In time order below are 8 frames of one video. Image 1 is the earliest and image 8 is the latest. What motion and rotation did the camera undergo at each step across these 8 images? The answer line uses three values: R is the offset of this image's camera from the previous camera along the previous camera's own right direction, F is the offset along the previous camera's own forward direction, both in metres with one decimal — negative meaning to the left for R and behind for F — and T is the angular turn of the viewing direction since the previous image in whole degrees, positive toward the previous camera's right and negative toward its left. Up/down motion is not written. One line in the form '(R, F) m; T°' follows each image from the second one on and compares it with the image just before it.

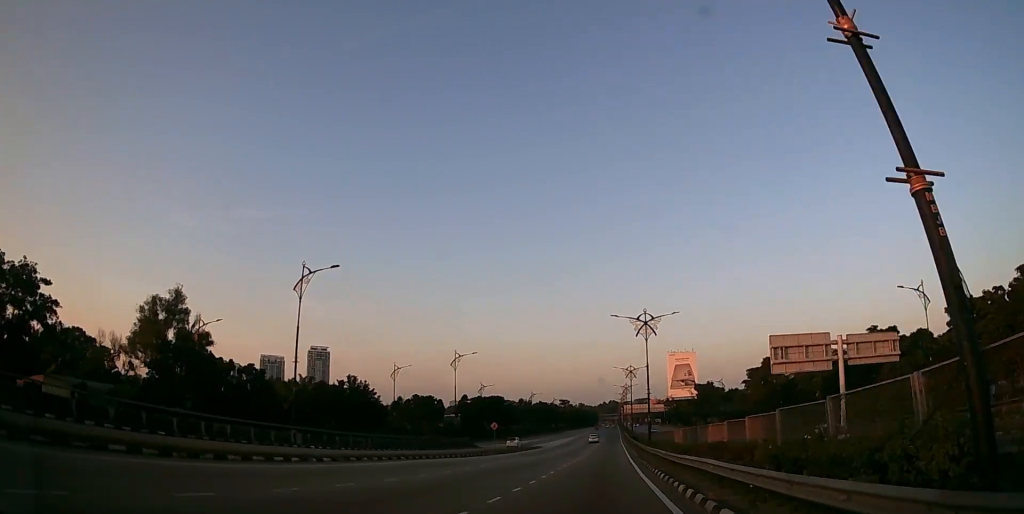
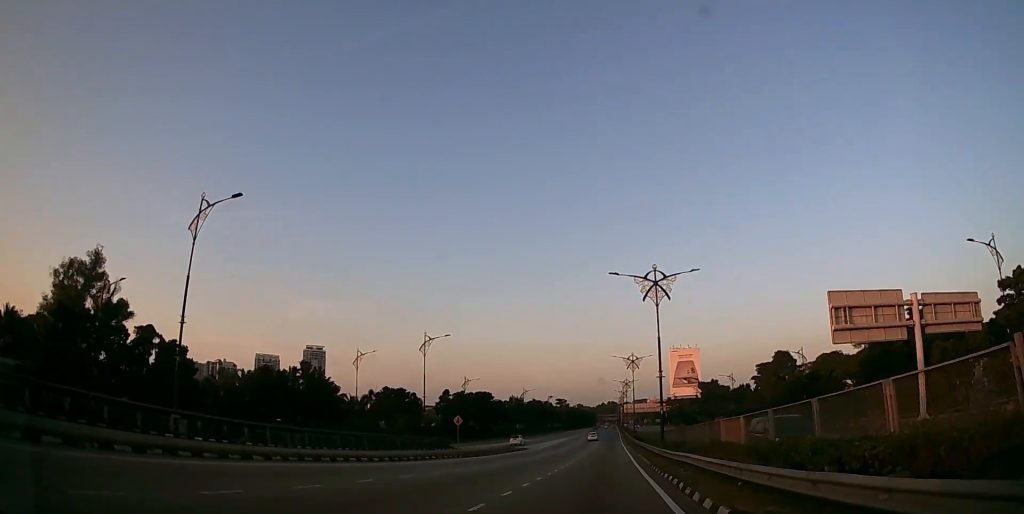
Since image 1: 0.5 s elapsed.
(+0.1, +13.1) m; 0°
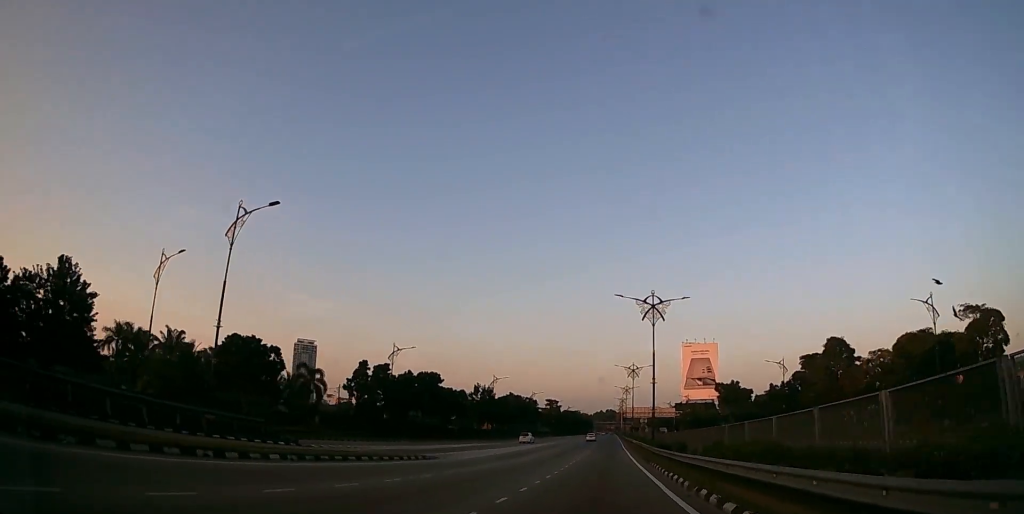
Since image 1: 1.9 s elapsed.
(+0.2, +37.0) m; +1°
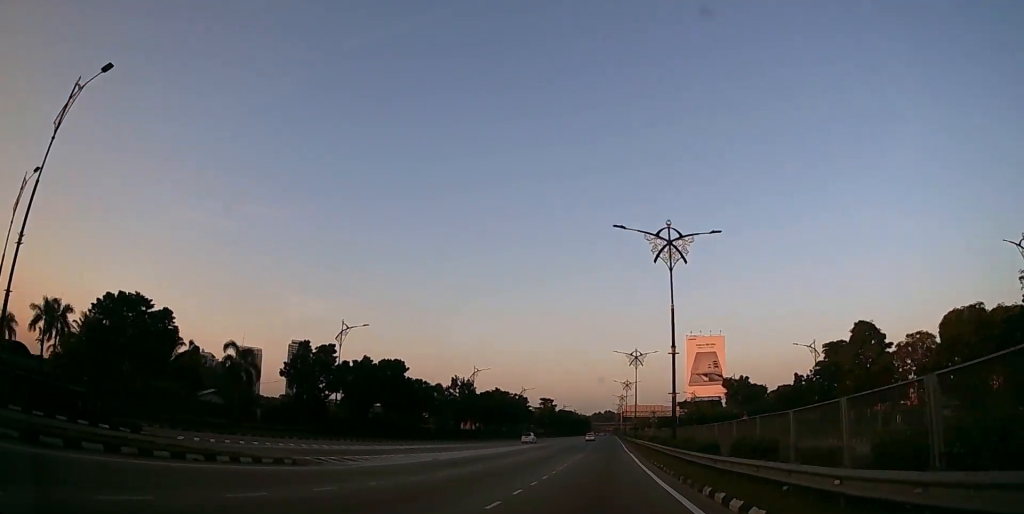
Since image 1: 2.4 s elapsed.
(0.0, +13.9) m; 0°
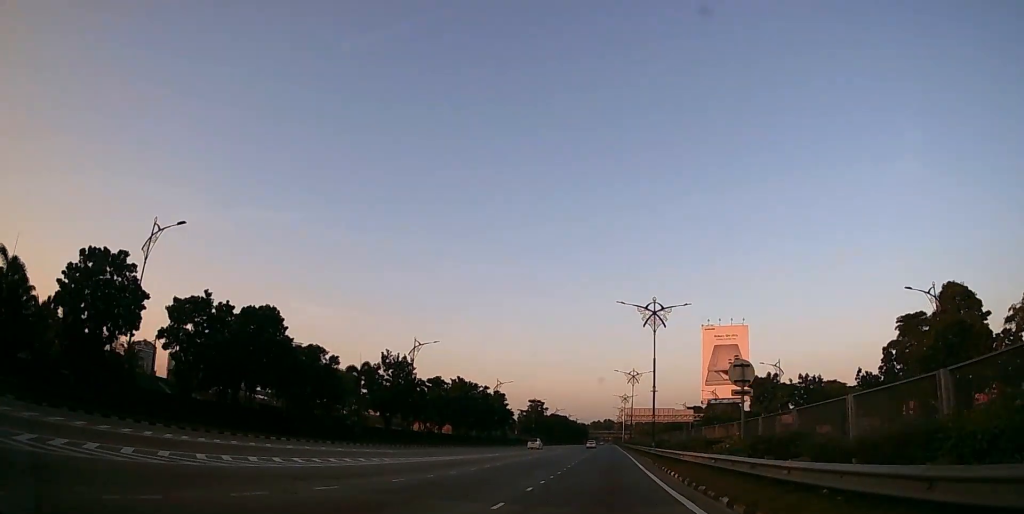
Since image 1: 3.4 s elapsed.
(+0.1, +30.7) m; 0°
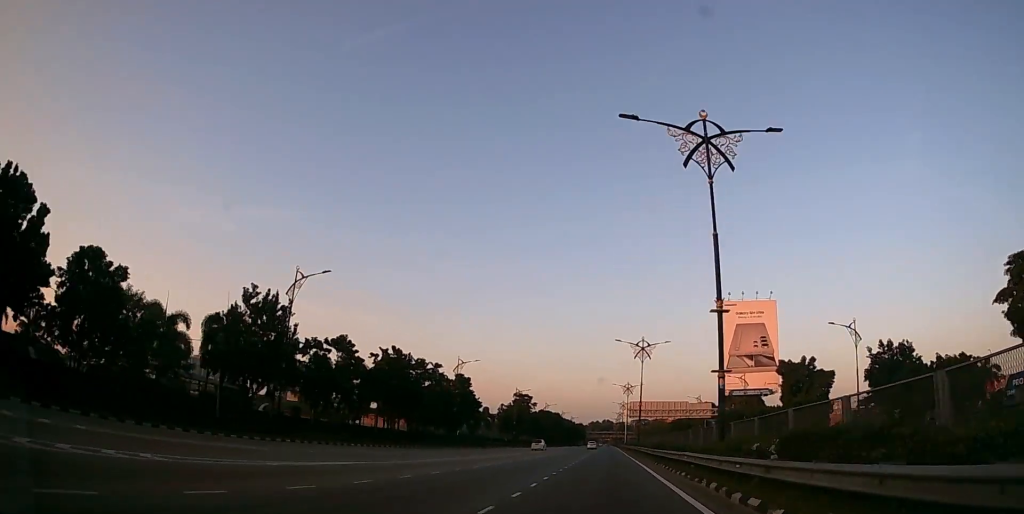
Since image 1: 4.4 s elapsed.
(0.0, +26.9) m; 0°
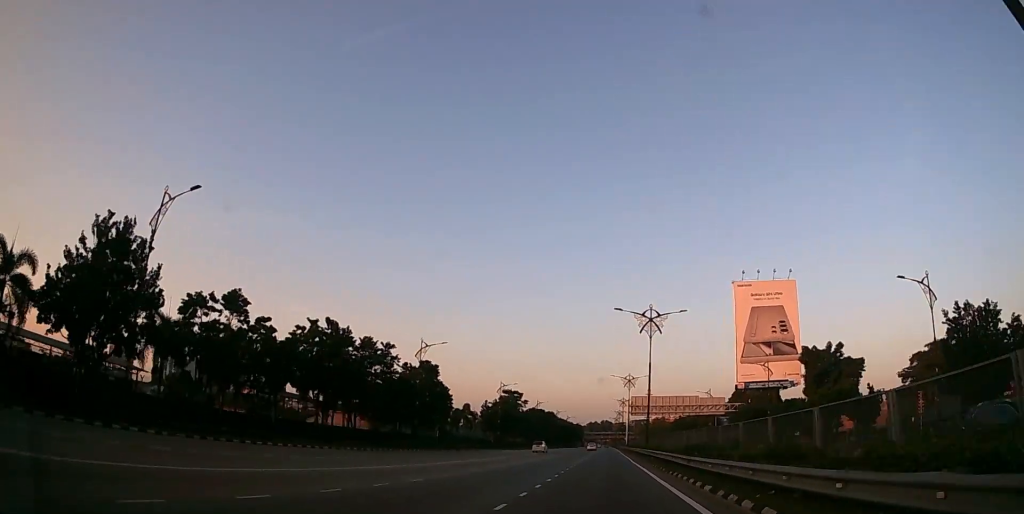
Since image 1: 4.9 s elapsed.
(0.0, +15.3) m; 0°
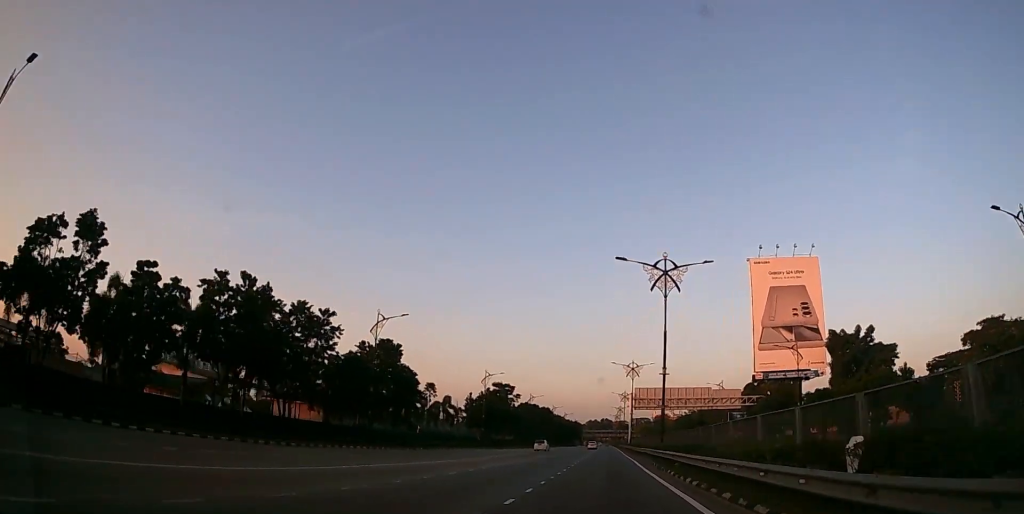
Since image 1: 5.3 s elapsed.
(0.0, +12.3) m; 0°
